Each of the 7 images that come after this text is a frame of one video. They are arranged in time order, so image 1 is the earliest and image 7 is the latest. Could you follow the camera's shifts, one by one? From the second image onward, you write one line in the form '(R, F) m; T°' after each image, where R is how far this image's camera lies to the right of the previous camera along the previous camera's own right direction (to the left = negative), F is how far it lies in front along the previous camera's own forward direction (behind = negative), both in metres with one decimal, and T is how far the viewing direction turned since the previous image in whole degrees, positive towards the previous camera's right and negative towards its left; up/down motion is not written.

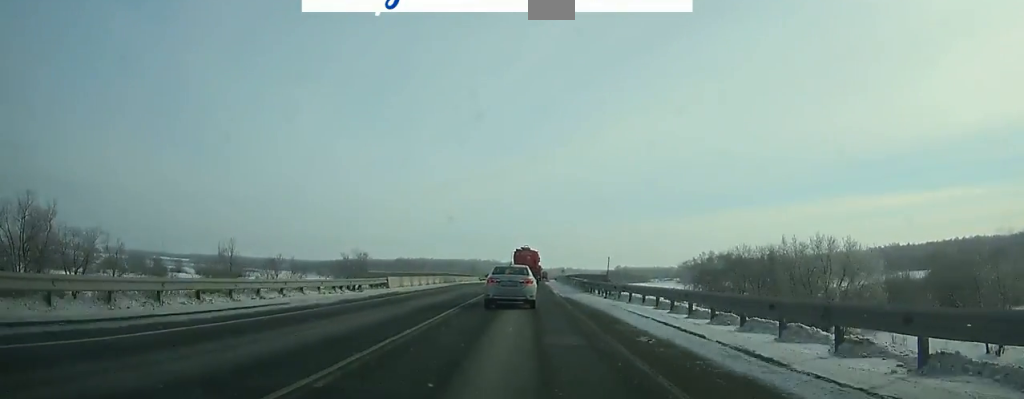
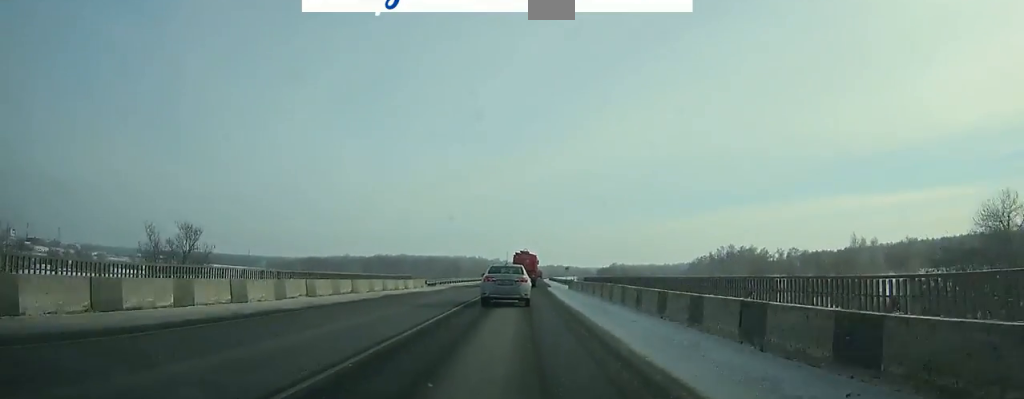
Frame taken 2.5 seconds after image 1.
(+0.3, +42.8) m; +1°
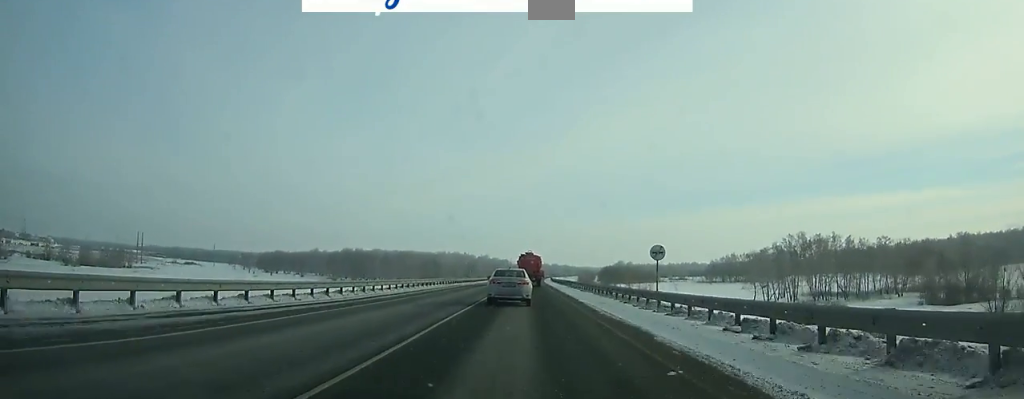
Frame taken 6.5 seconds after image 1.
(+0.5, +71.3) m; +1°
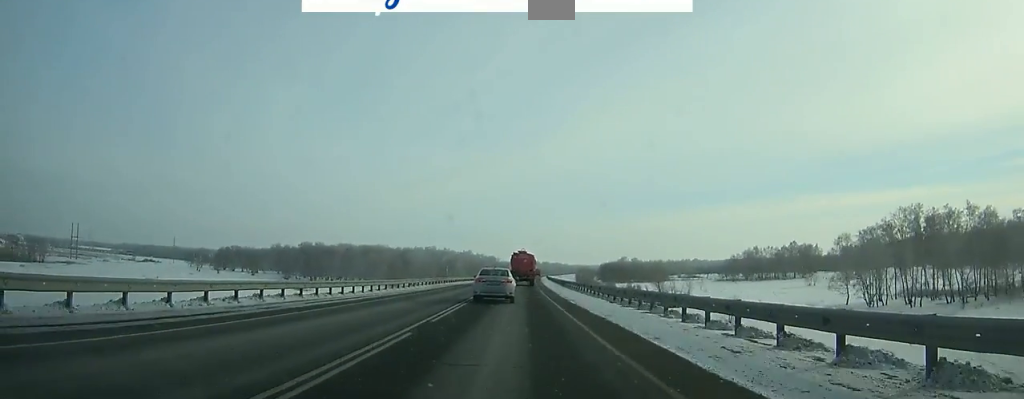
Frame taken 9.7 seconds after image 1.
(+0.3, +60.4) m; +1°
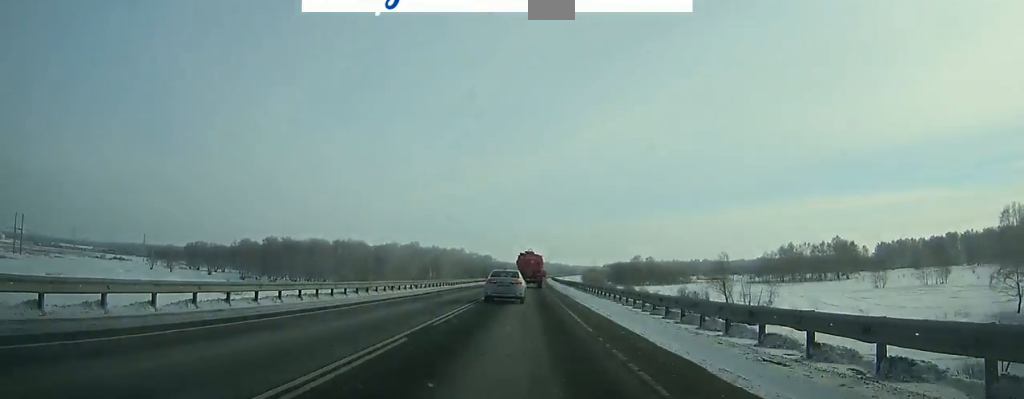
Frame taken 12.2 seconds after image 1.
(+0.2, +48.8) m; +1°
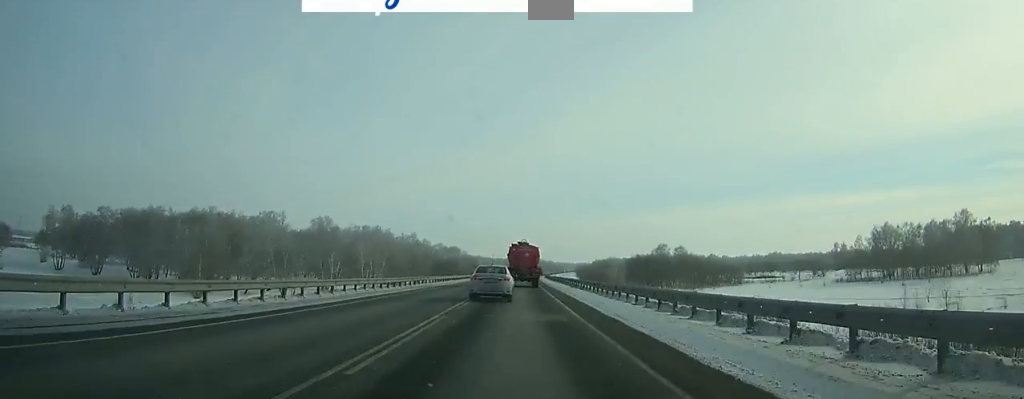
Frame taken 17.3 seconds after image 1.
(+1.4, +101.2) m; +1°
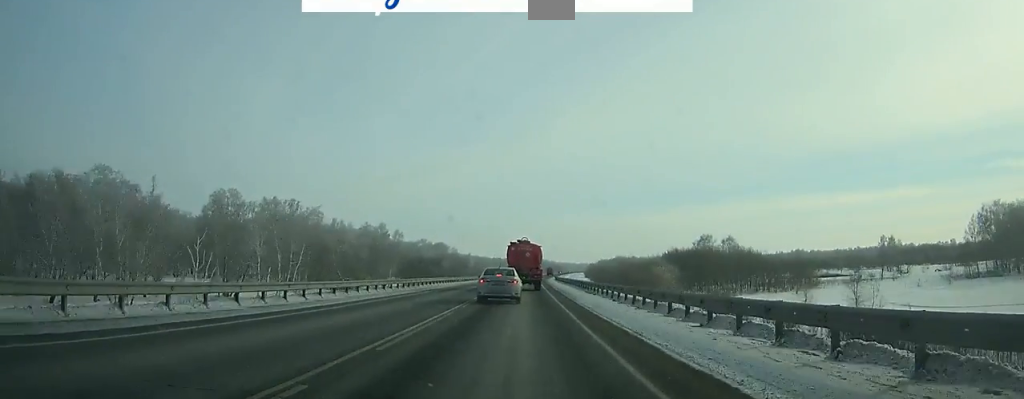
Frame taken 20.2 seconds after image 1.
(+0.2, +56.8) m; +1°
